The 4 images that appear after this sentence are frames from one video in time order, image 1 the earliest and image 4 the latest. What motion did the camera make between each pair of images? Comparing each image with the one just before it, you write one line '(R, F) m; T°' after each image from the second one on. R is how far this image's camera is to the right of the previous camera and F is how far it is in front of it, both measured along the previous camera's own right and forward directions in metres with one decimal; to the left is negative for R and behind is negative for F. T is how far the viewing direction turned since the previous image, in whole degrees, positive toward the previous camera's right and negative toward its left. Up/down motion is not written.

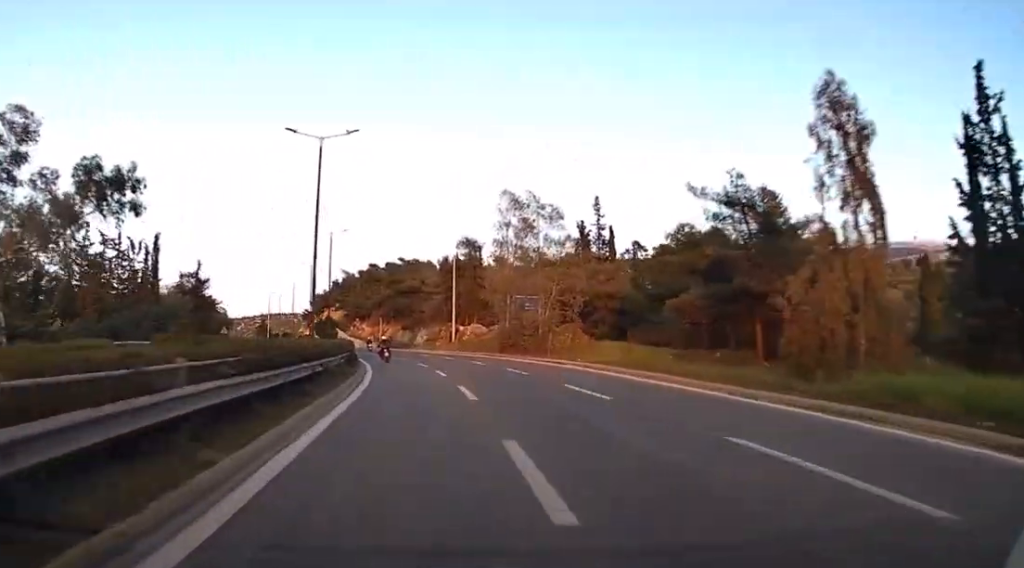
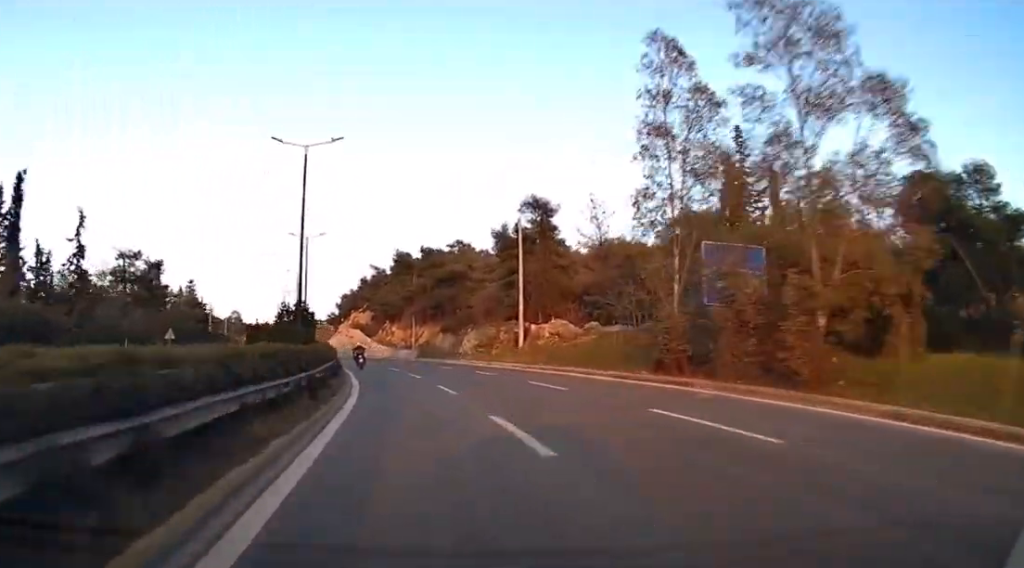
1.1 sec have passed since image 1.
(-0.2, +30.2) m; -2°
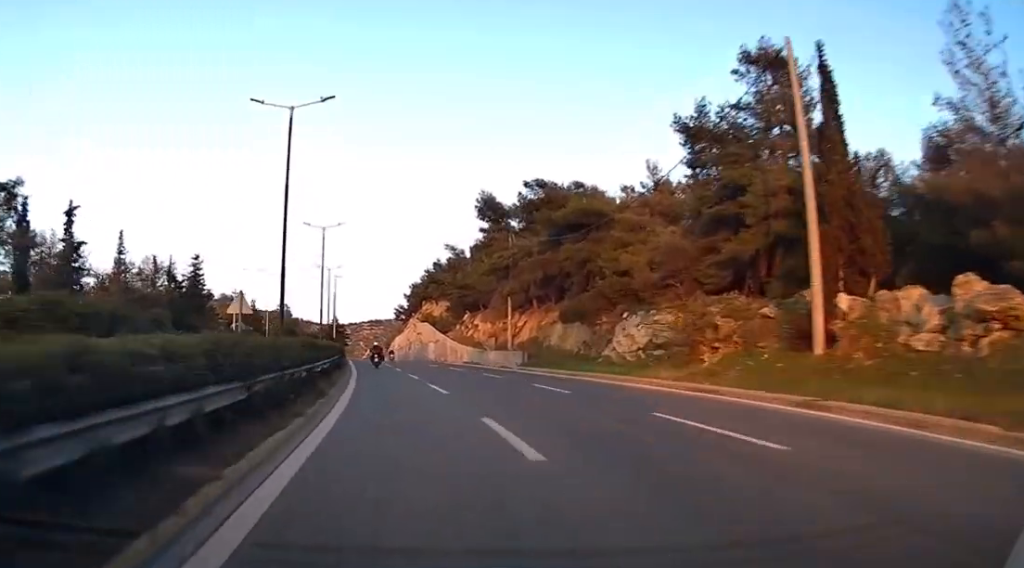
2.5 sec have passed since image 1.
(-1.0, +35.7) m; -4°
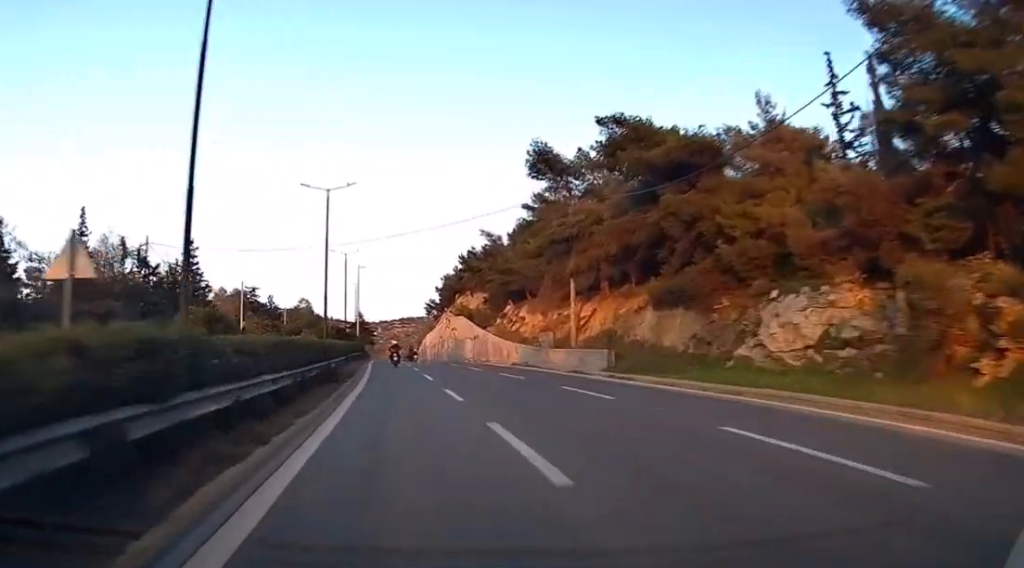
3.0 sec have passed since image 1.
(-0.2, +14.4) m; -2°
